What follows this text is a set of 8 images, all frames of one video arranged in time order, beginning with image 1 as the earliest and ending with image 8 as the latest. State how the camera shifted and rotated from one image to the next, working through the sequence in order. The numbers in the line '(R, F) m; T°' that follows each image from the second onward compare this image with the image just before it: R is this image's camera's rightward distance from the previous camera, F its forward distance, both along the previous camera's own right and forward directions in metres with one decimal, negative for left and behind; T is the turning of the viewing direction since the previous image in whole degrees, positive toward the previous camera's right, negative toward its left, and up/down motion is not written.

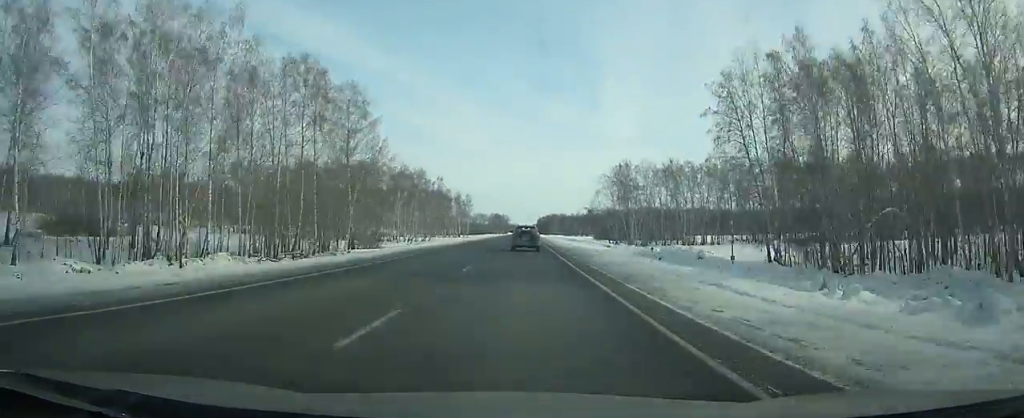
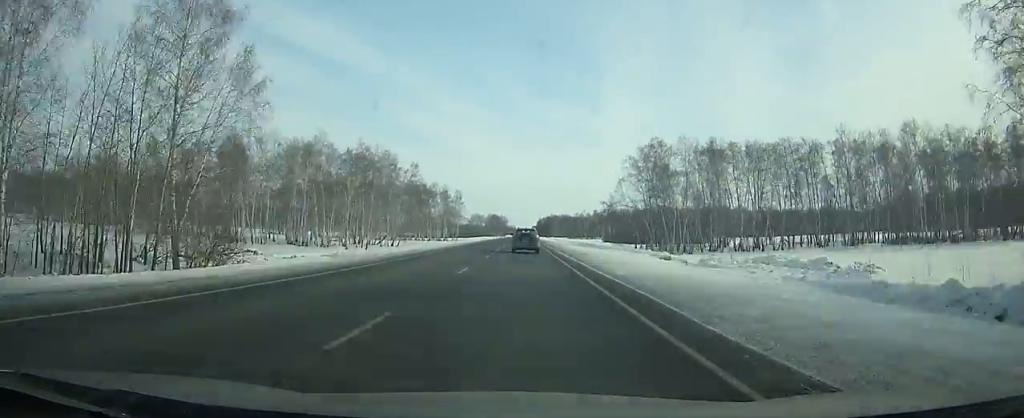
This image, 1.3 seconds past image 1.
(+0.2, +35.6) m; 0°
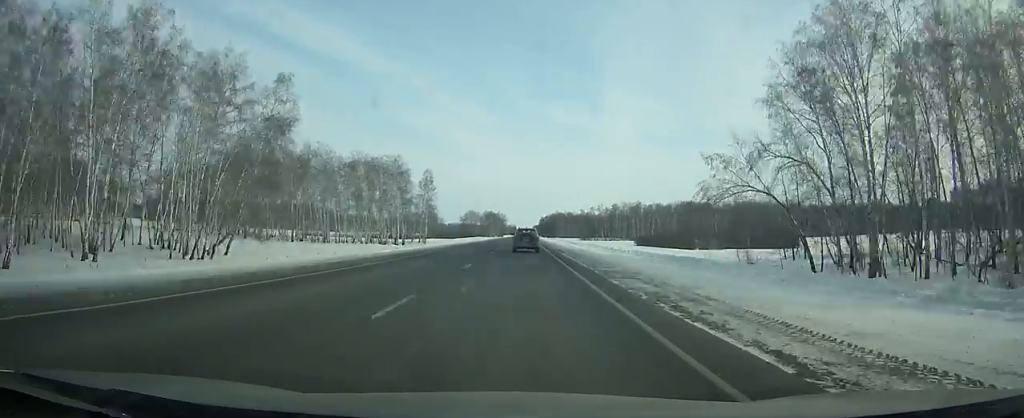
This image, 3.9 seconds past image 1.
(-0.2, +71.1) m; 0°
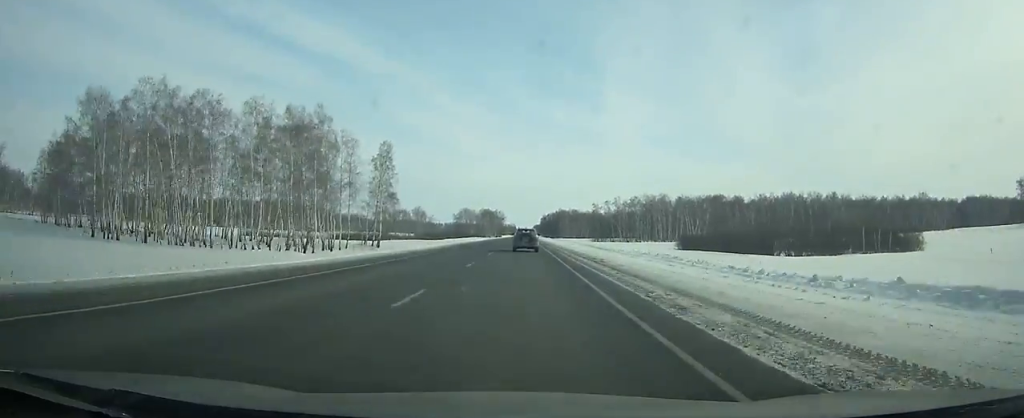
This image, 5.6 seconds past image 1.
(-0.1, +46.5) m; 0°
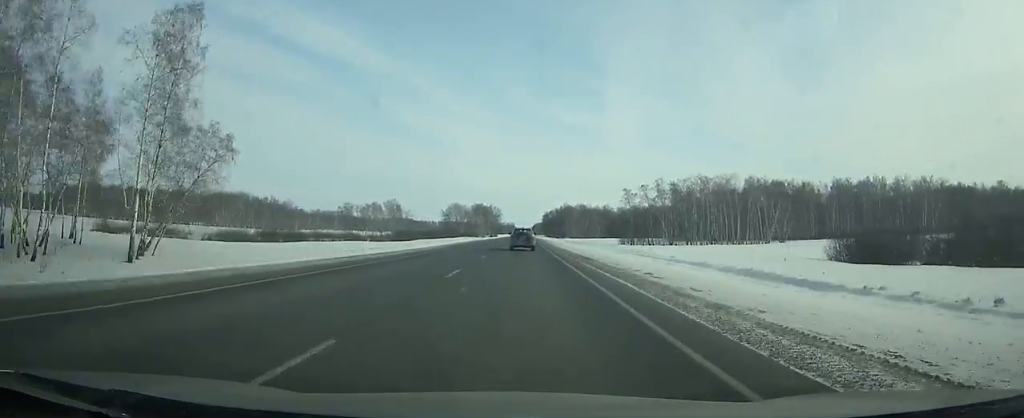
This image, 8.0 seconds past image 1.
(-0.1, +65.9) m; 0°
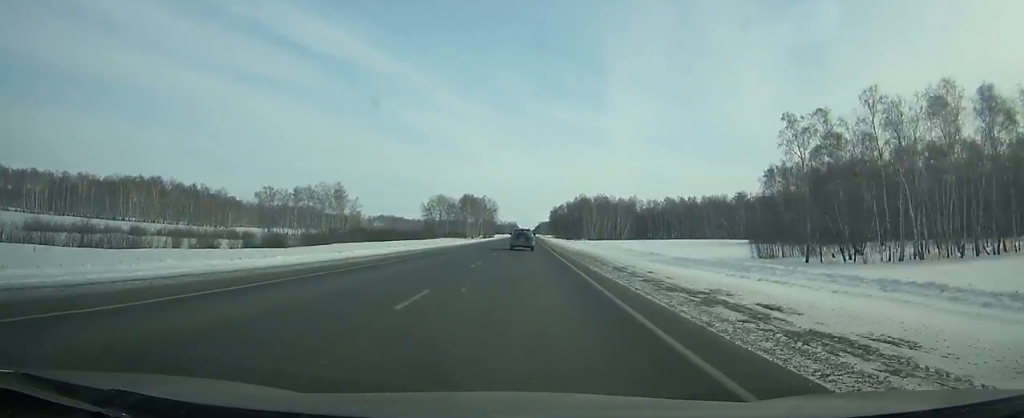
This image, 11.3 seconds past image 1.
(+0.1, +90.9) m; 0°
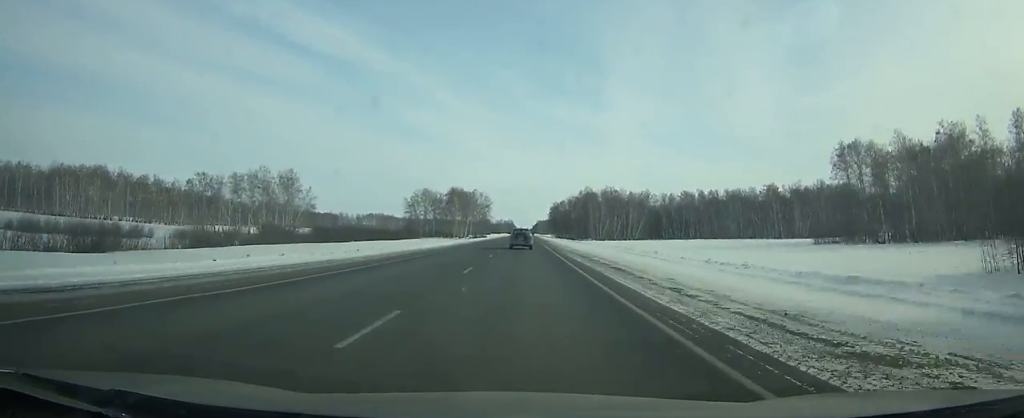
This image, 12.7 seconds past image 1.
(-0.1, +38.7) m; 0°
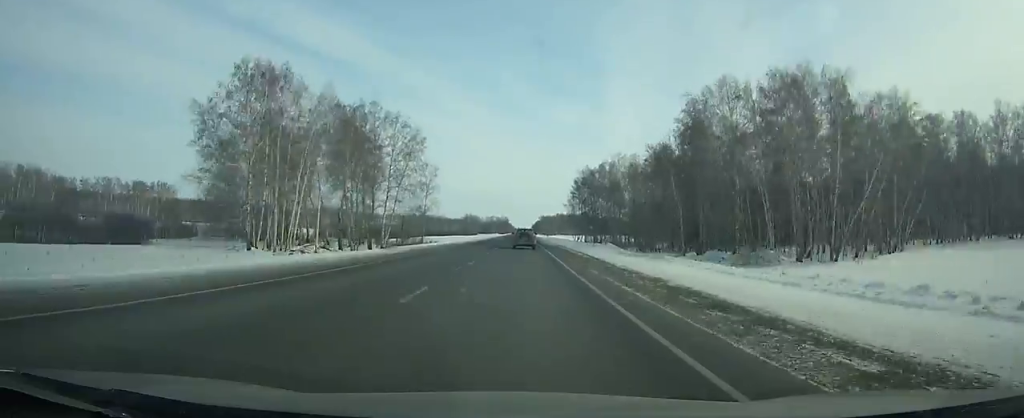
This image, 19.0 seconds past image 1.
(+0.7, +172.9) m; 0°
